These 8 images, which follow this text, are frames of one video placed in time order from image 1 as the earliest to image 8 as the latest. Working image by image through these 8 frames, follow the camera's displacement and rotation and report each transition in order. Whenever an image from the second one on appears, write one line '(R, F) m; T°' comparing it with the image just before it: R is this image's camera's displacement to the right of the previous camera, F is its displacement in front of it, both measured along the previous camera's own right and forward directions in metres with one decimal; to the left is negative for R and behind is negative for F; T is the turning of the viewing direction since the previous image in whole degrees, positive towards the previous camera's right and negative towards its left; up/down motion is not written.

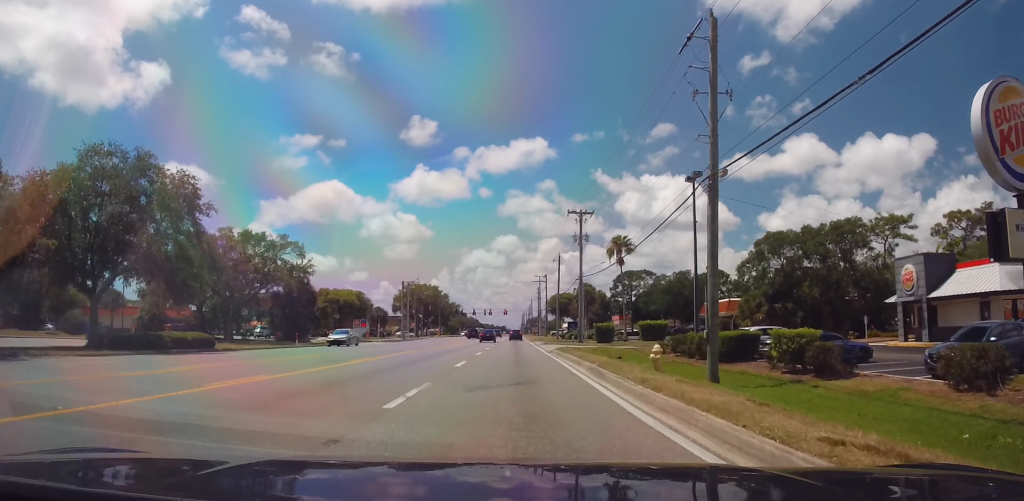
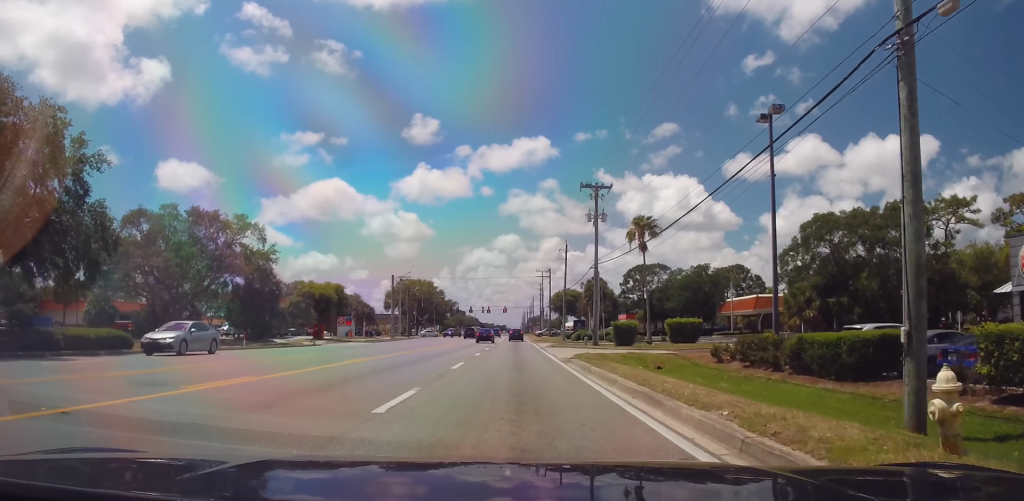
(0.0, +11.9) m; 0°
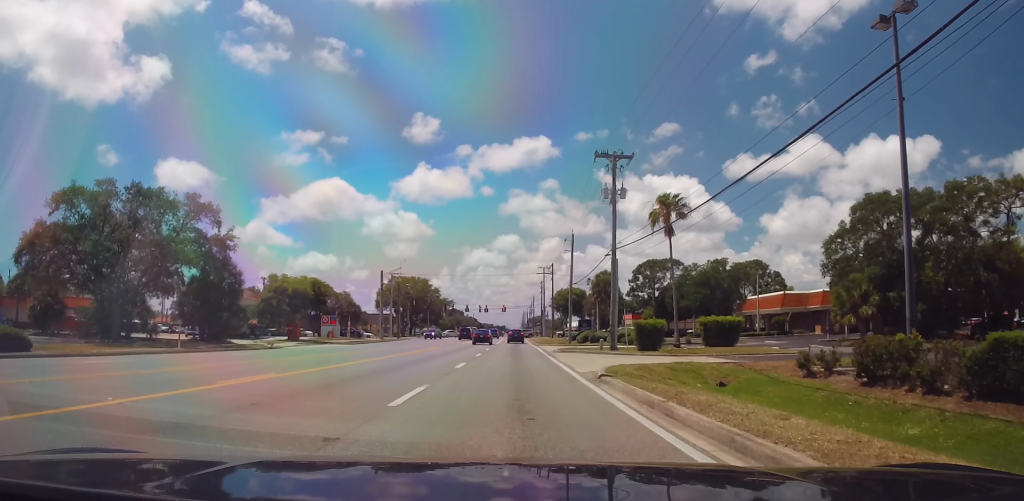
(0.0, +9.8) m; -1°
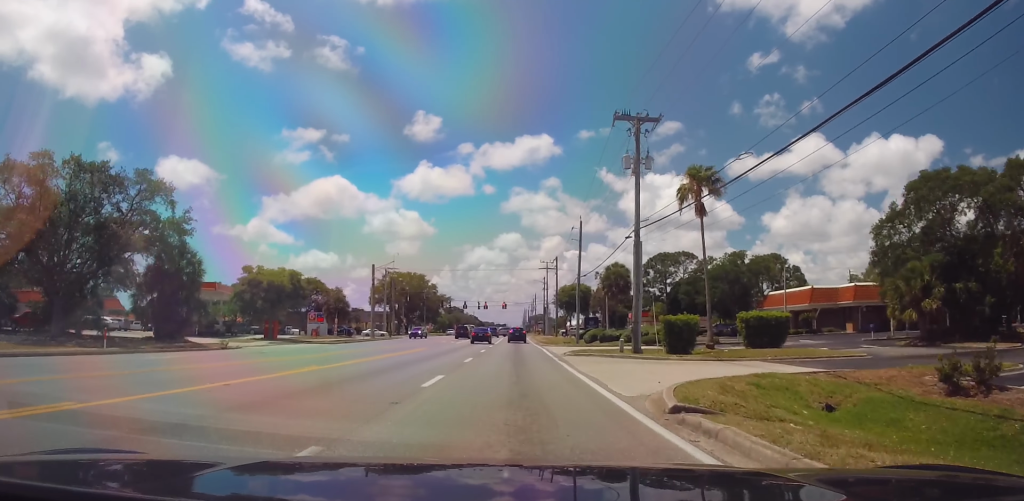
(-0.1, +7.8) m; -1°
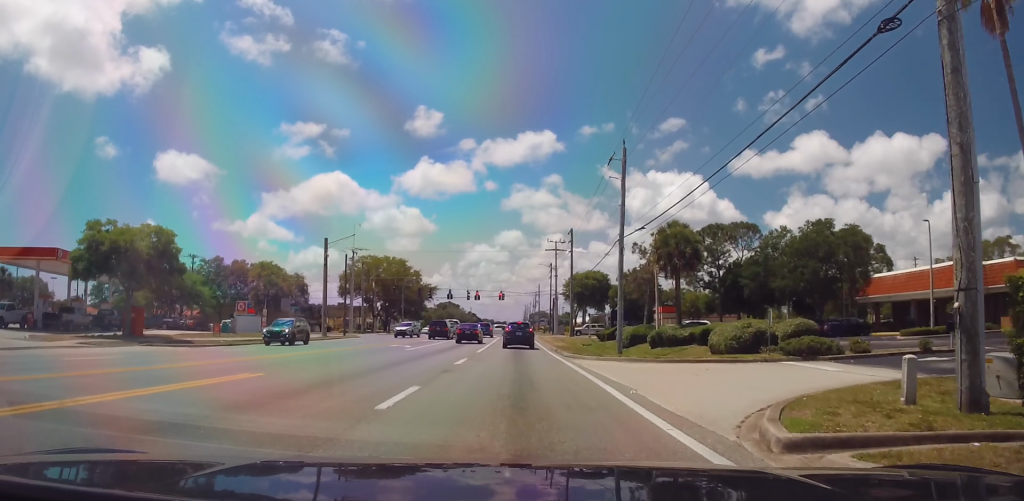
(+0.4, +27.1) m; +2°
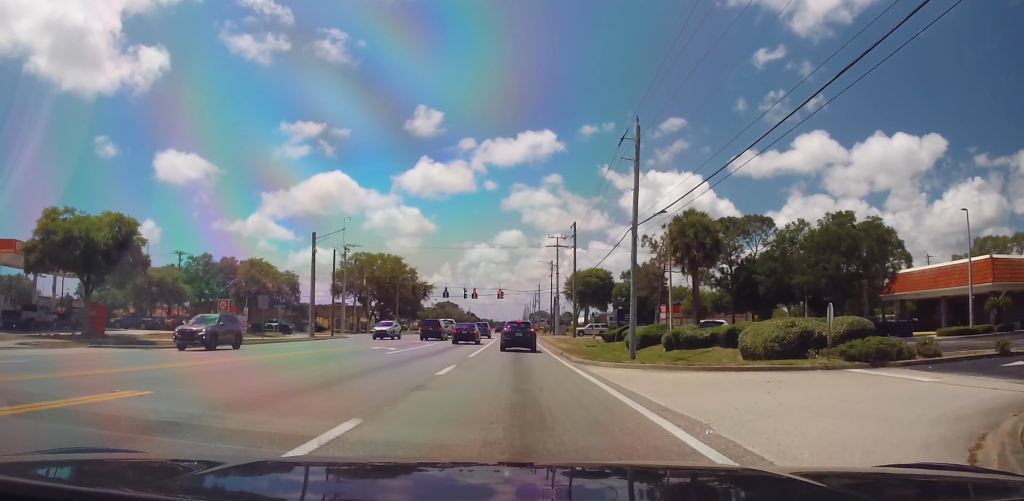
(0.0, +5.1) m; 0°
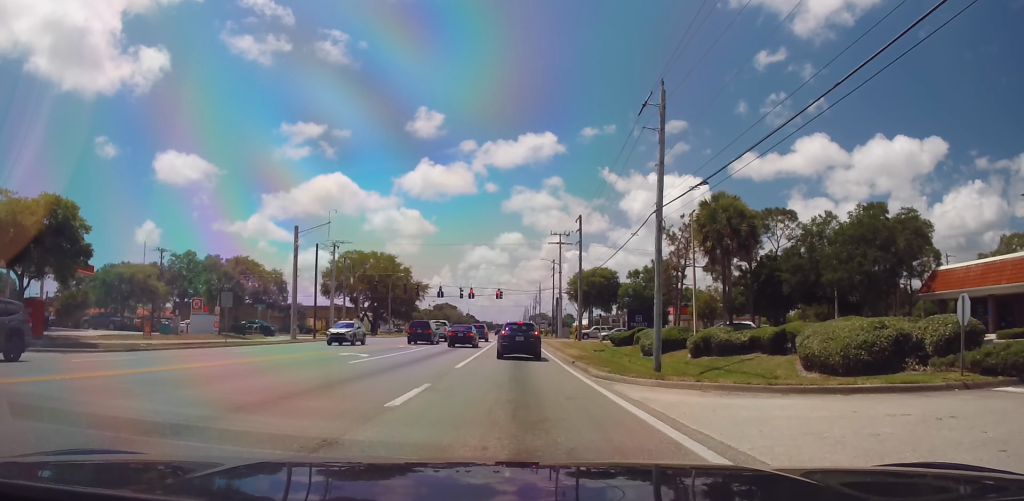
(0.0, +6.7) m; 0°
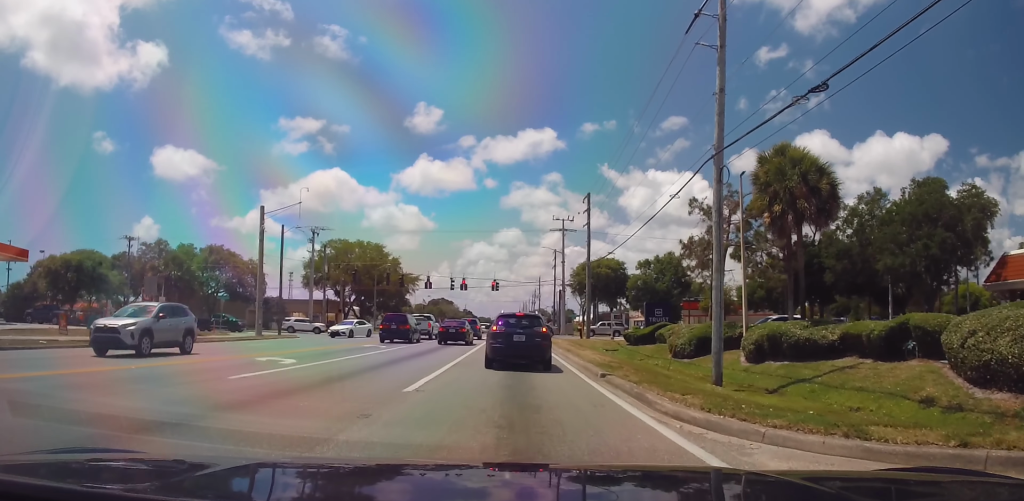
(0.0, +10.4) m; 0°
